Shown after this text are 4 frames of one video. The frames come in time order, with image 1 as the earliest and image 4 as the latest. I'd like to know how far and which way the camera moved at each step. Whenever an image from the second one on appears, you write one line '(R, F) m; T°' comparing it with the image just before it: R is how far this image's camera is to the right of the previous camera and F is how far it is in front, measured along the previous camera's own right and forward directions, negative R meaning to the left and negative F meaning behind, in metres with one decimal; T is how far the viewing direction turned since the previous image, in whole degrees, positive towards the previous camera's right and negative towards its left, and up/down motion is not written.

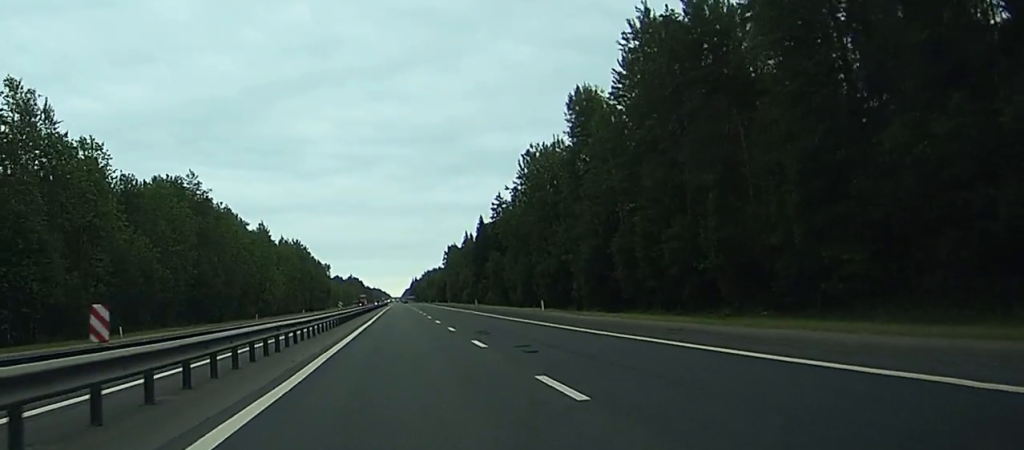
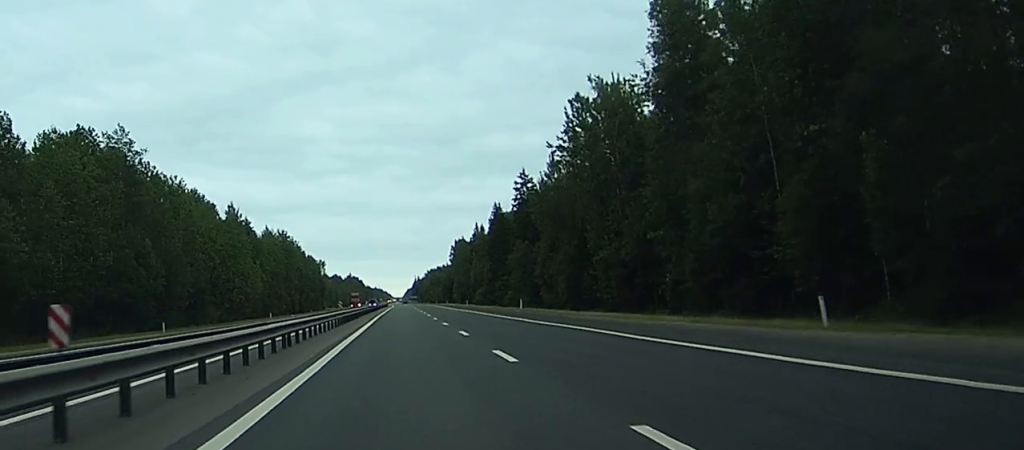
(-0.8, +42.5) m; -1°
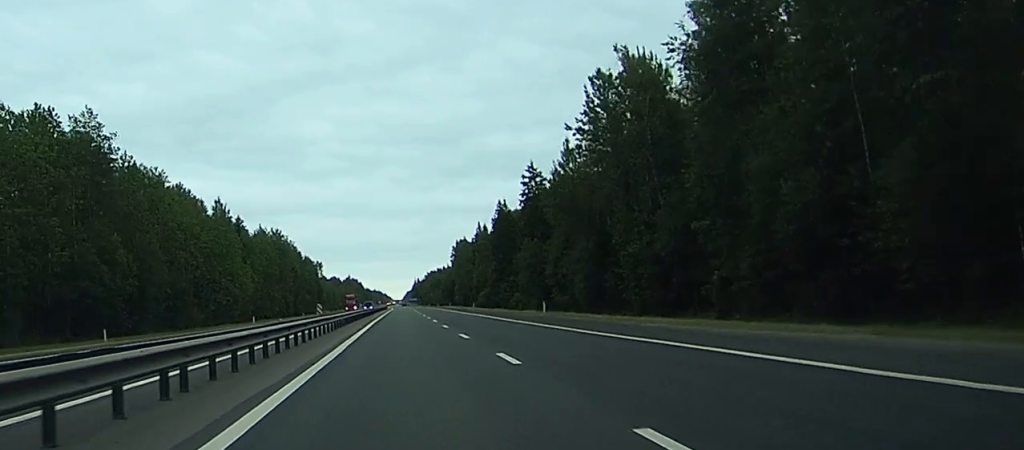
(+0.1, +12.5) m; 0°
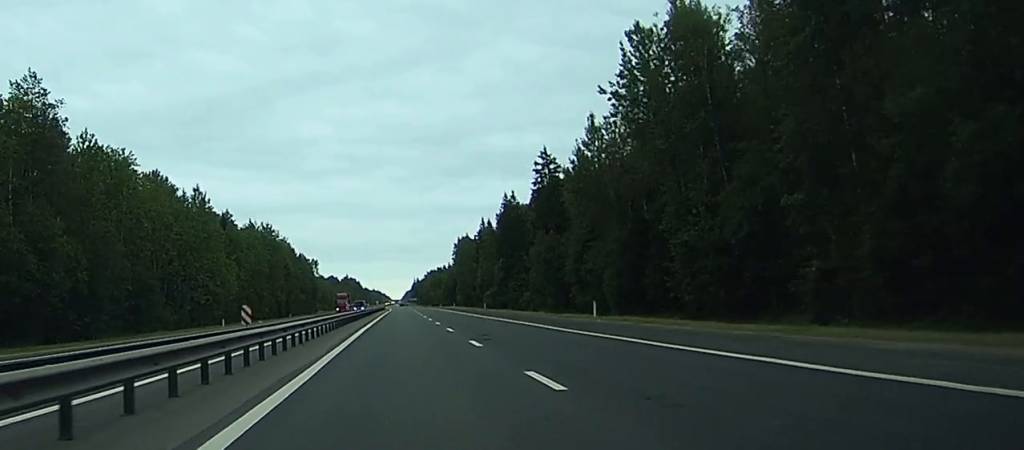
(+0.2, +17.0) m; 0°
